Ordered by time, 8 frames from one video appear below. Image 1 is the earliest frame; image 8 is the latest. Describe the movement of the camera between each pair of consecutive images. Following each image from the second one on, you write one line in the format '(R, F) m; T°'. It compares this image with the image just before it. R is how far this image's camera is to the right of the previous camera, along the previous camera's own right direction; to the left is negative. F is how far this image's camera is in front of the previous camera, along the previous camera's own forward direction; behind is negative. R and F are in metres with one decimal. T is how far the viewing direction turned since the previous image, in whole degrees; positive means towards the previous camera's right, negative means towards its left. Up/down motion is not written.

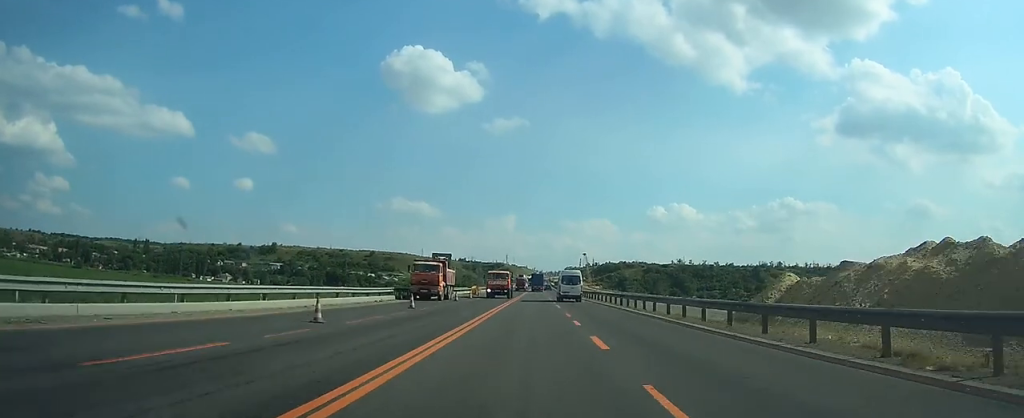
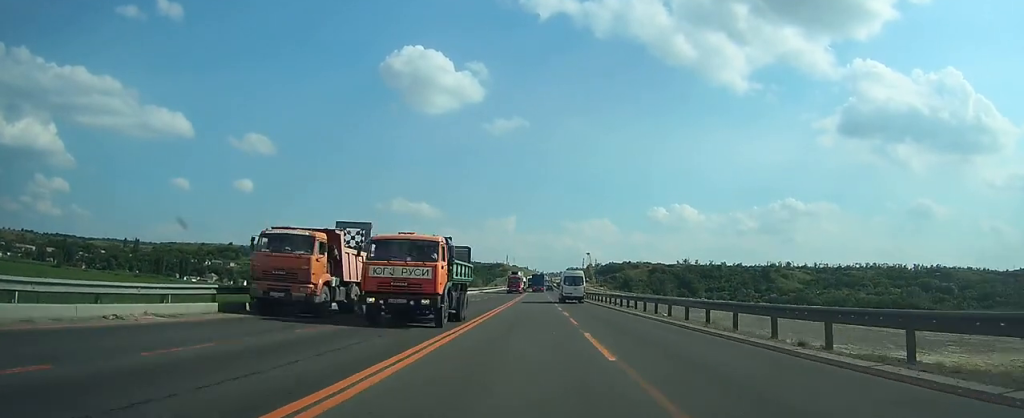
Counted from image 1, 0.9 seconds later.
(0.0, +24.8) m; 0°
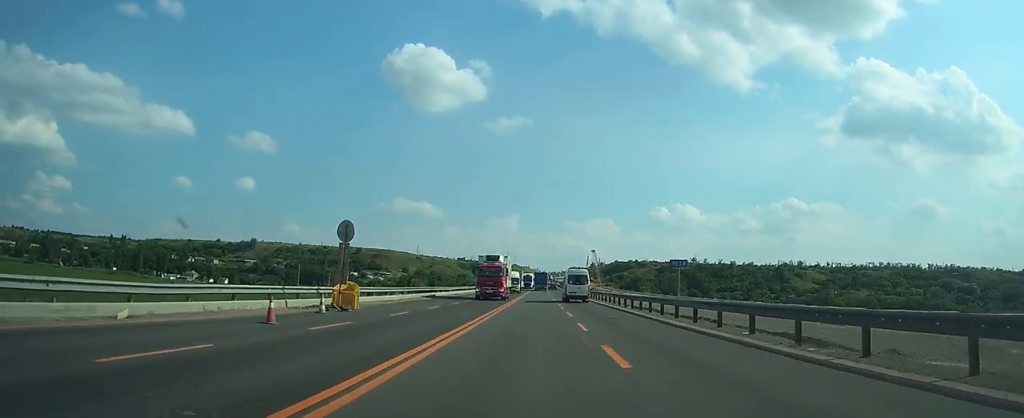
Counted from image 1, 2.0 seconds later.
(+0.1, +31.4) m; 0°
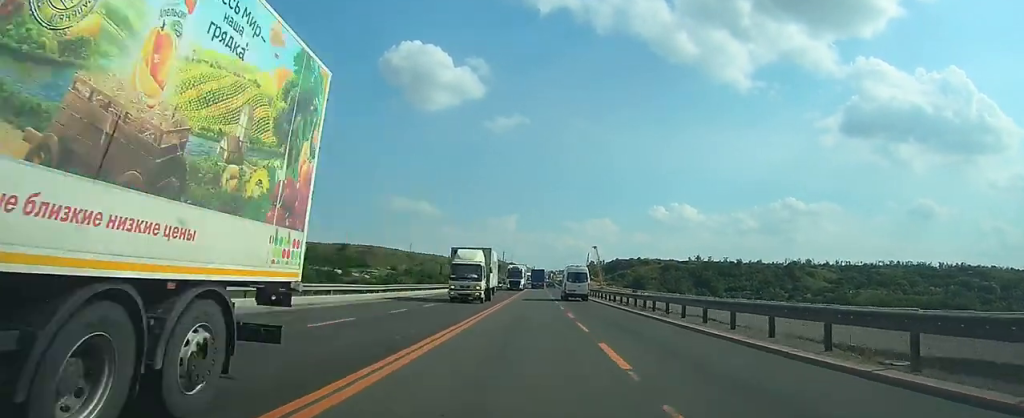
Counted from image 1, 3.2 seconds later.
(0.0, +31.6) m; 0°
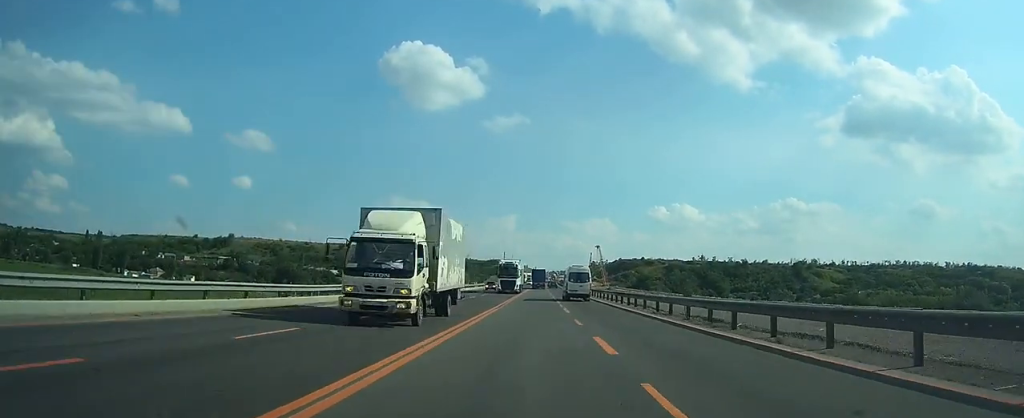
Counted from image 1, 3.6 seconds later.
(0.0, +12.1) m; 0°
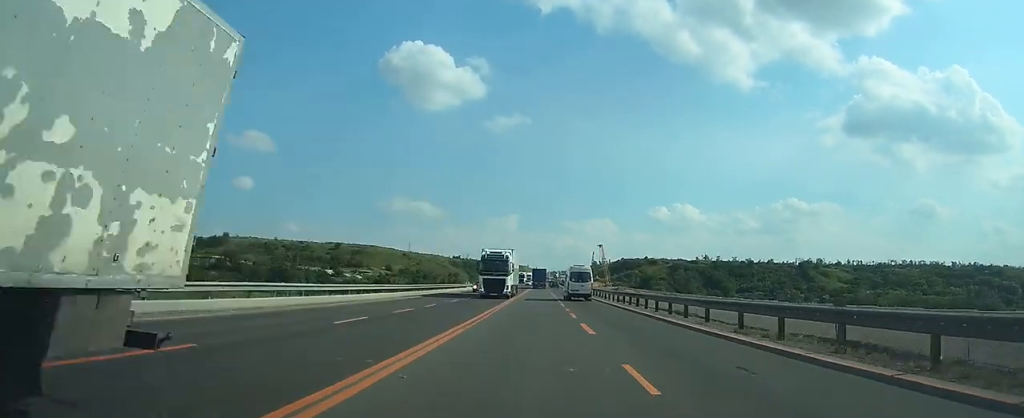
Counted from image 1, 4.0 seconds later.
(0.0, +12.1) m; 0°
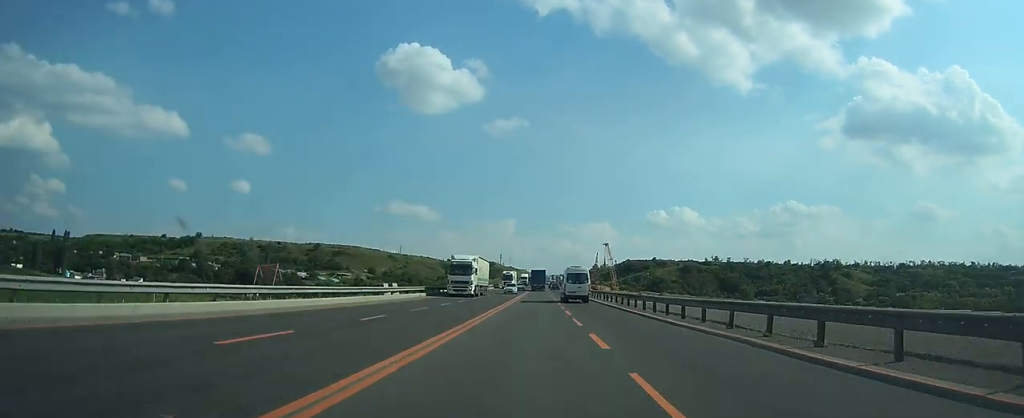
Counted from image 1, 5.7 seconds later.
(+0.2, +45.5) m; 0°
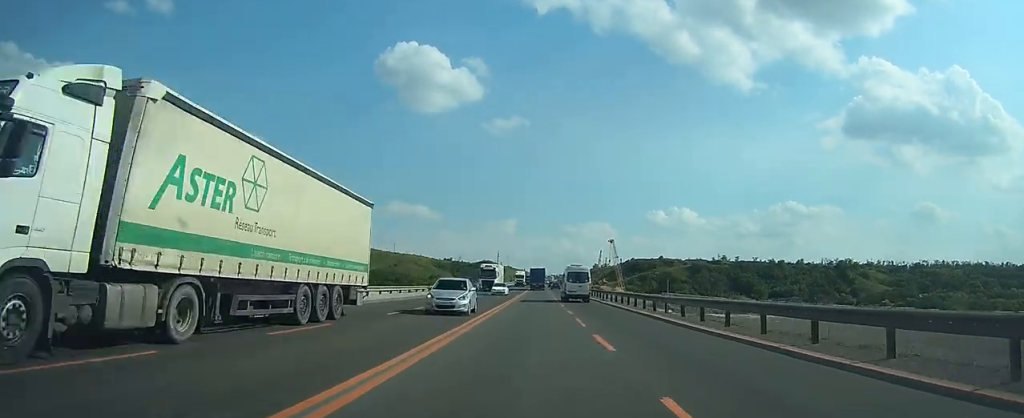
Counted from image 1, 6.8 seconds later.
(0.0, +30.4) m; 0°
